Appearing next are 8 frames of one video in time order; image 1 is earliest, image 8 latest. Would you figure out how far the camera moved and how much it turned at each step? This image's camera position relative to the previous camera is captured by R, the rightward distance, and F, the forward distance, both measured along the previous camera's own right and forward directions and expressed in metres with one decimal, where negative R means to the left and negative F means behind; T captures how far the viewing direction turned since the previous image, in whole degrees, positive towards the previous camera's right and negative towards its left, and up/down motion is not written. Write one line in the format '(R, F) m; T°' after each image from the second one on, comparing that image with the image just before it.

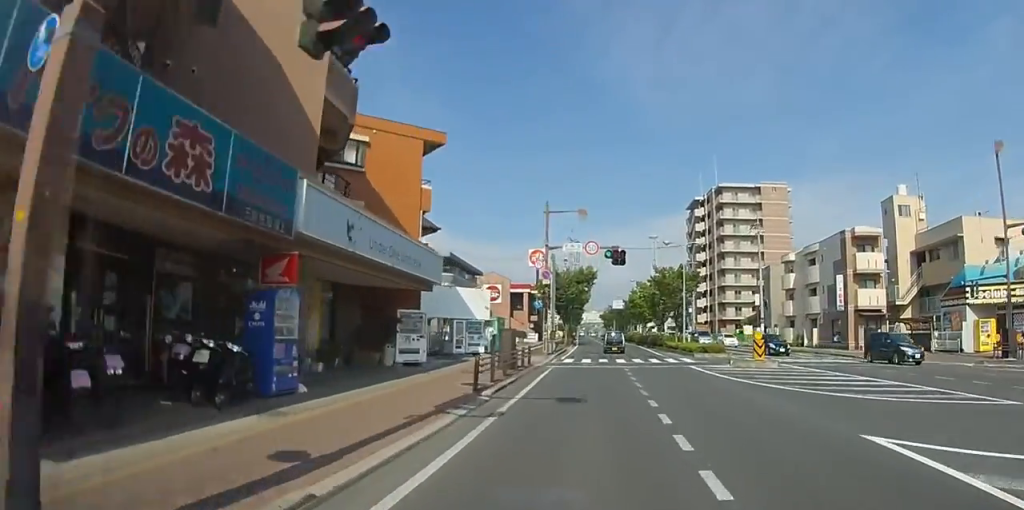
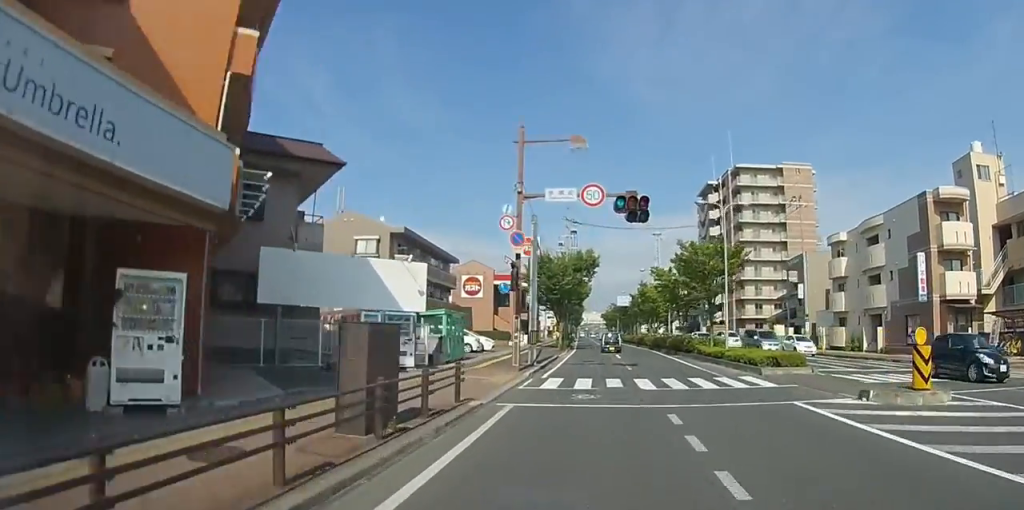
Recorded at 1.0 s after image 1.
(+0.1, +11.9) m; +1°
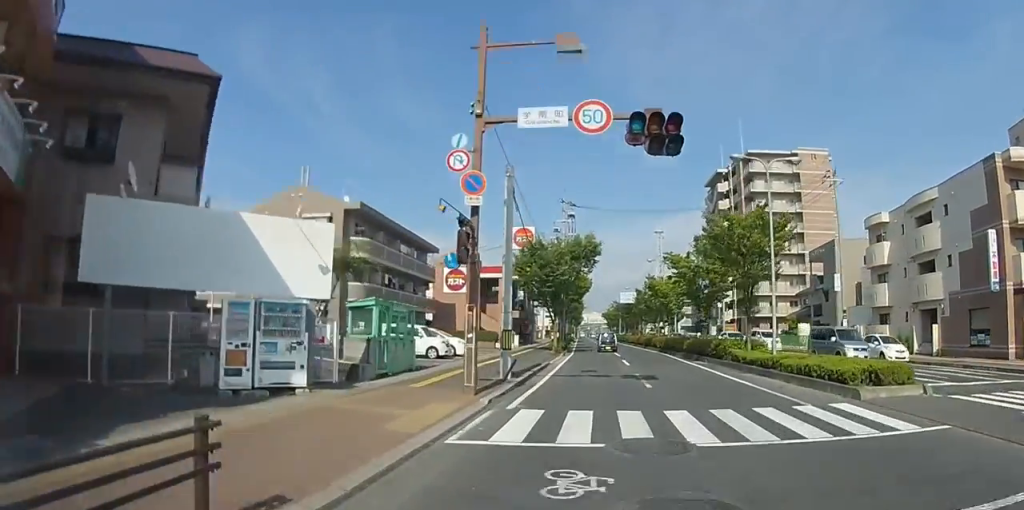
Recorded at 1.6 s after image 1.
(+0.1, +7.2) m; 0°
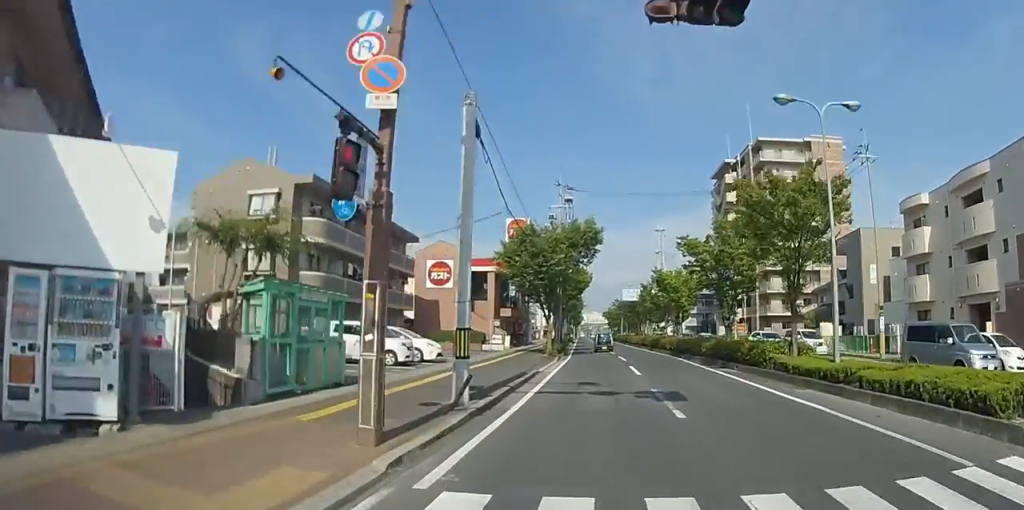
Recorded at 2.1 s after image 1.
(0.0, +5.6) m; 0°
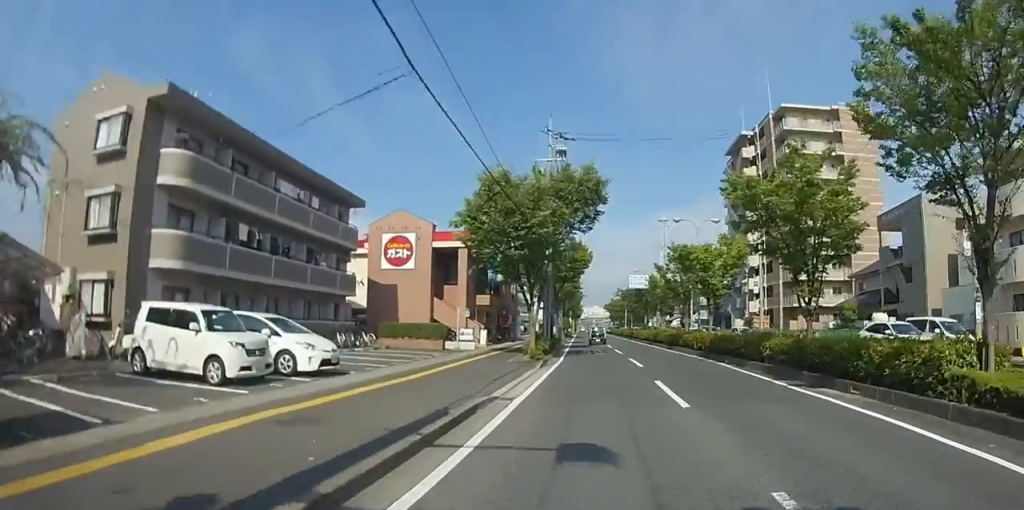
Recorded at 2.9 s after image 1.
(0.0, +9.6) m; 0°
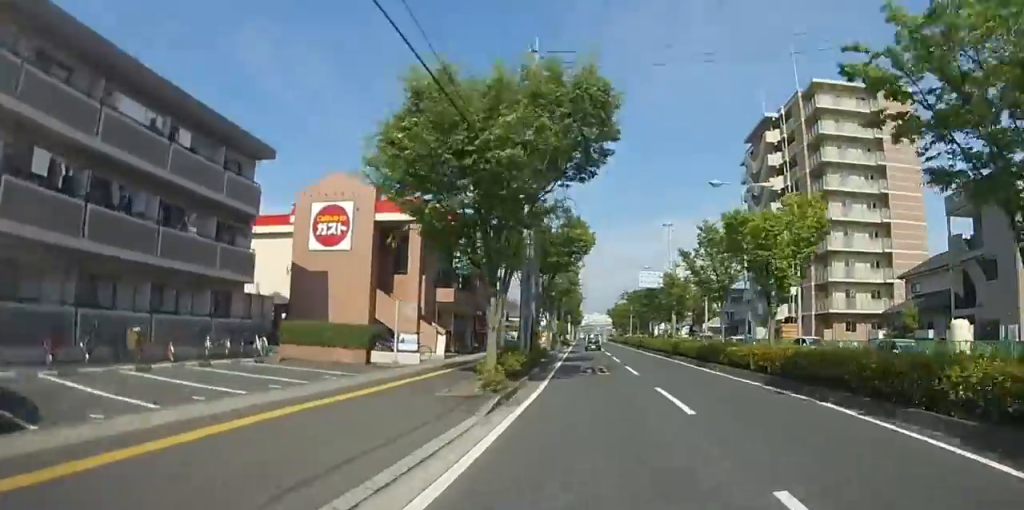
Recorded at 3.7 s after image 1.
(0.0, +9.5) m; 0°
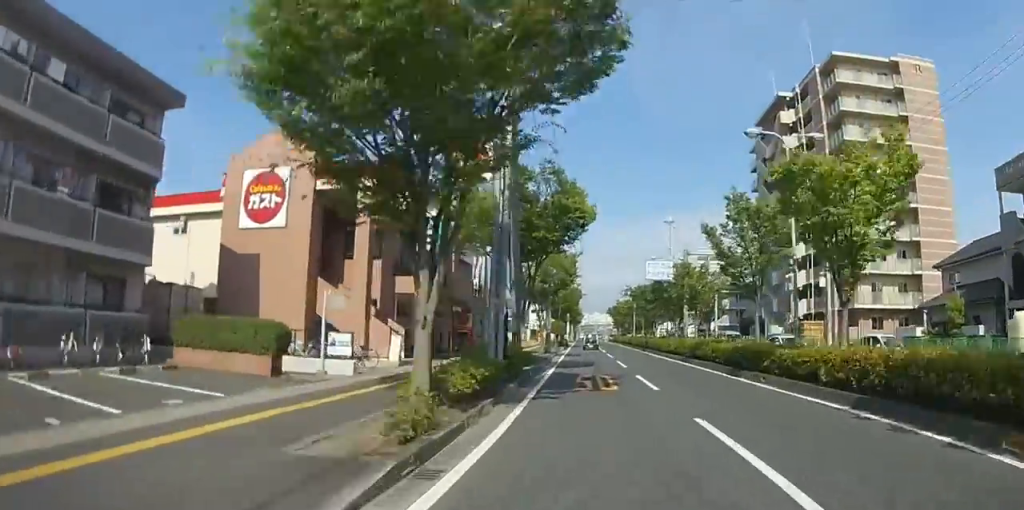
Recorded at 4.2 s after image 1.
(0.0, +6.0) m; 0°
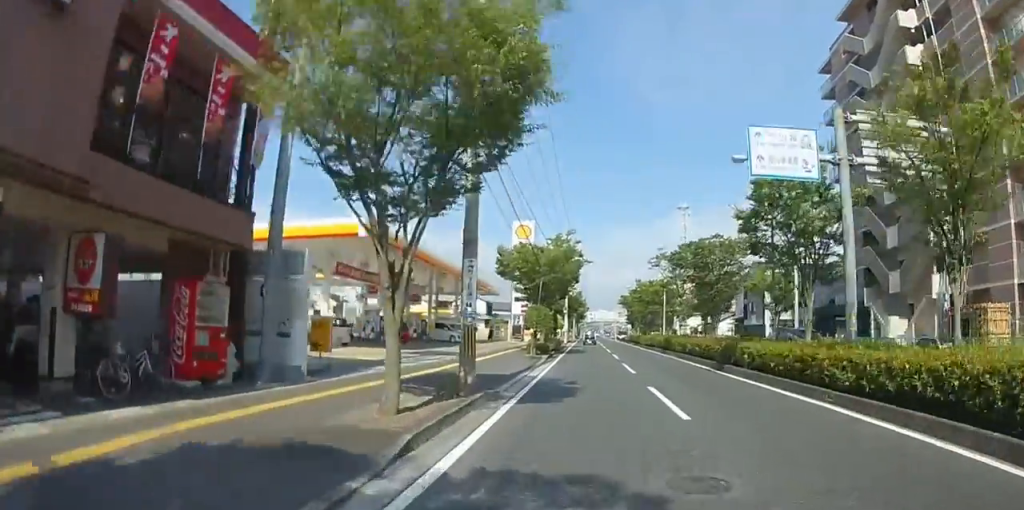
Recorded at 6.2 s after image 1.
(0.0, +24.8) m; 0°
